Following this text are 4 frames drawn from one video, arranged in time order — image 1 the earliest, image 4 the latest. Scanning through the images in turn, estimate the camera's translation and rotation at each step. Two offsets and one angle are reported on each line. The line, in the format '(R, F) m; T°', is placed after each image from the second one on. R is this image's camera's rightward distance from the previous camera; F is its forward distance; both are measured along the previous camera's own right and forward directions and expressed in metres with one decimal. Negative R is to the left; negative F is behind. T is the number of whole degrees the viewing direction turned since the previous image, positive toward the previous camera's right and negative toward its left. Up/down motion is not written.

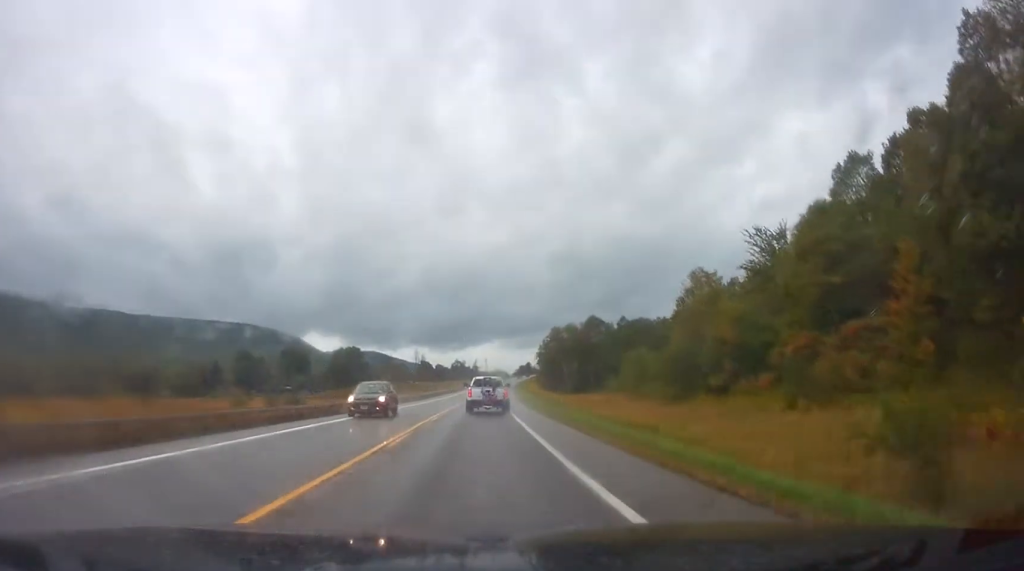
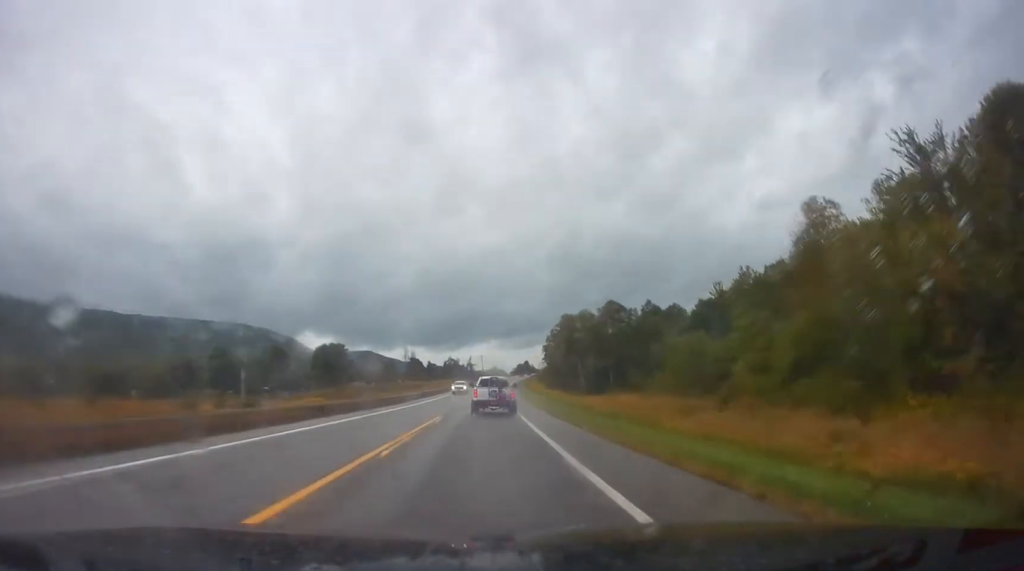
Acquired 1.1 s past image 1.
(+1.6, +25.1) m; +3°
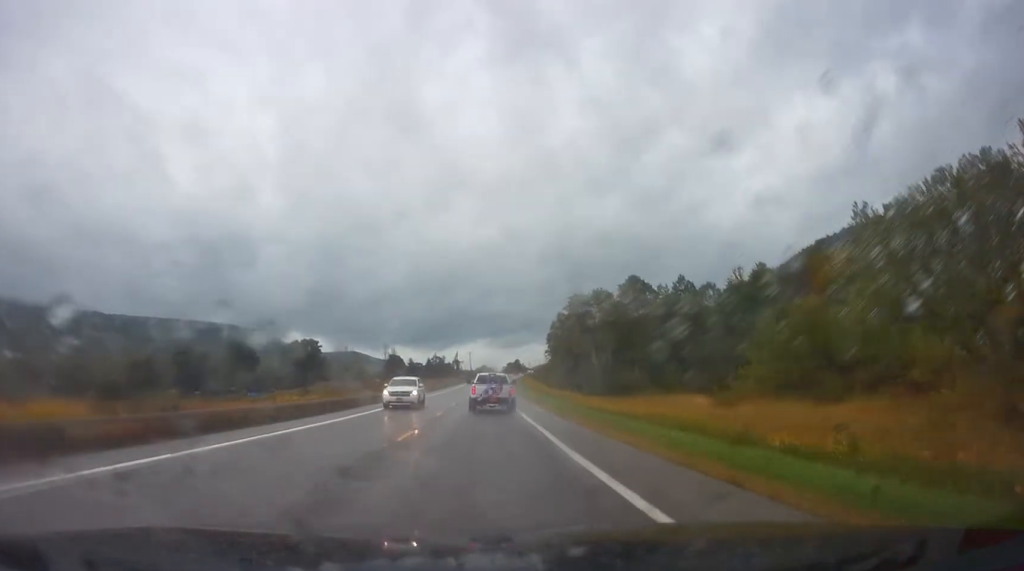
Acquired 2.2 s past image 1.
(-0.7, +25.7) m; -3°
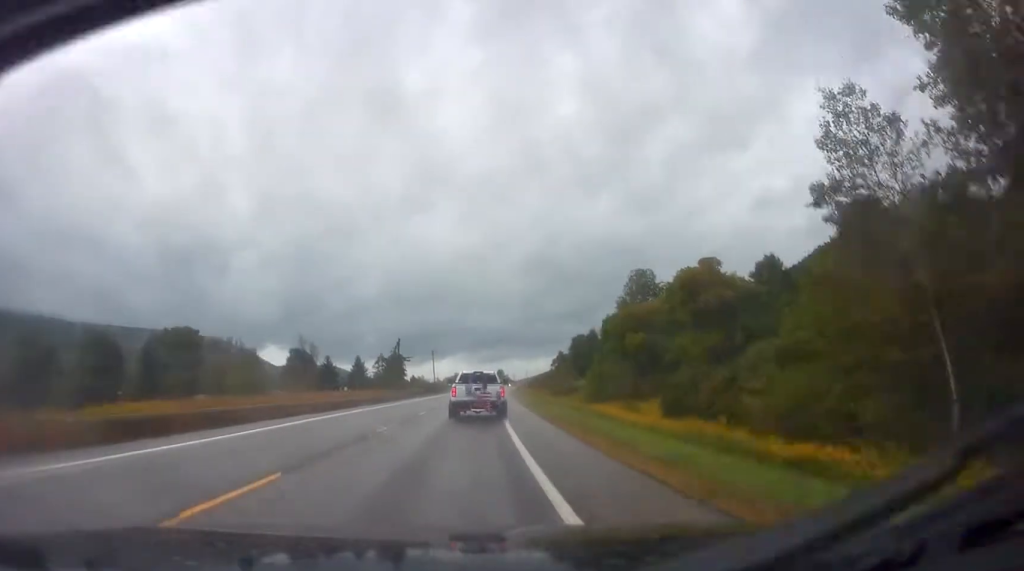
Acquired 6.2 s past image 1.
(+1.1, +95.2) m; 0°
